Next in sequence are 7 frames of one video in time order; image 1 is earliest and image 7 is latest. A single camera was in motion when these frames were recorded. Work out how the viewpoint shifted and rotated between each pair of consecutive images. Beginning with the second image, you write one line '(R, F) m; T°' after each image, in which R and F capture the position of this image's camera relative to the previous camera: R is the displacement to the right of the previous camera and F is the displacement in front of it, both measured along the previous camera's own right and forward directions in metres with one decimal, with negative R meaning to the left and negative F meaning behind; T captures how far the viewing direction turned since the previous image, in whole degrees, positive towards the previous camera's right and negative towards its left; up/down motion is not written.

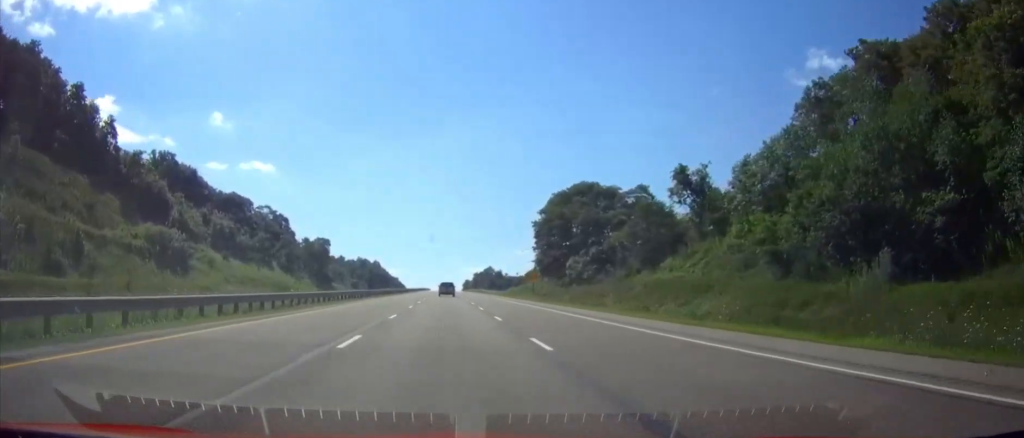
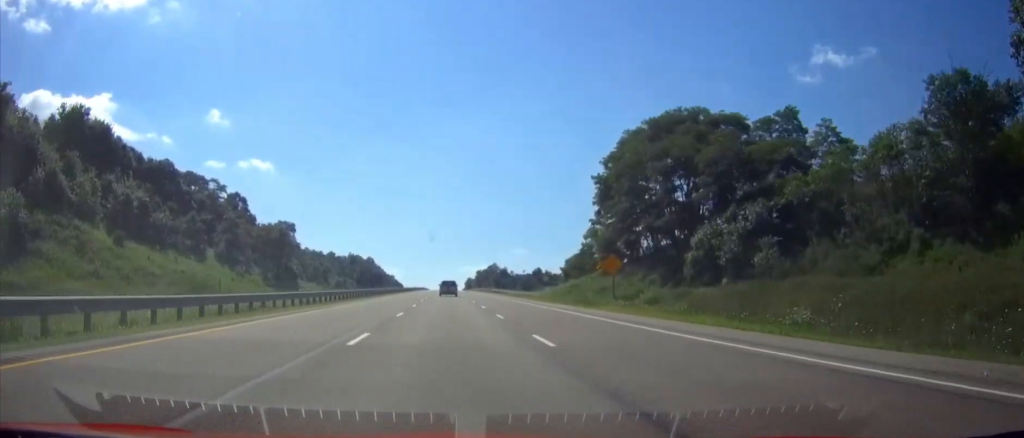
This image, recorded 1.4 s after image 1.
(0.0, +47.4) m; 0°
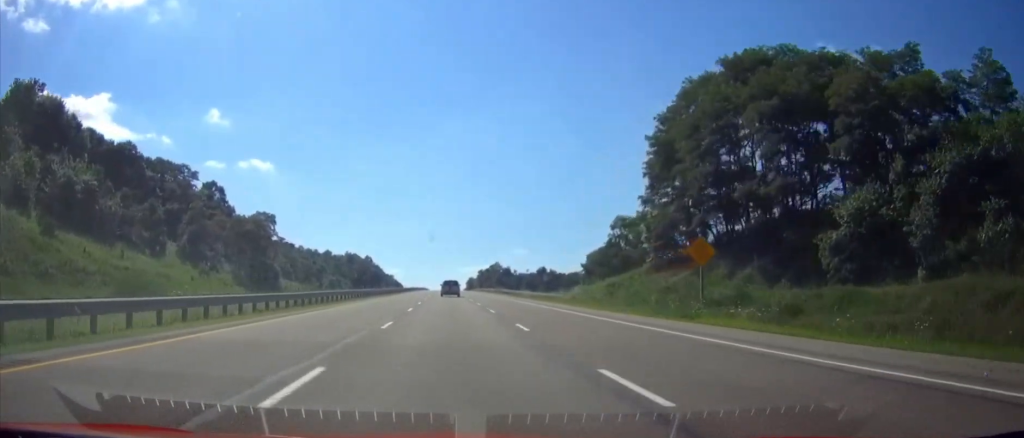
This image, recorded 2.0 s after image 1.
(0.0, +18.6) m; 0°
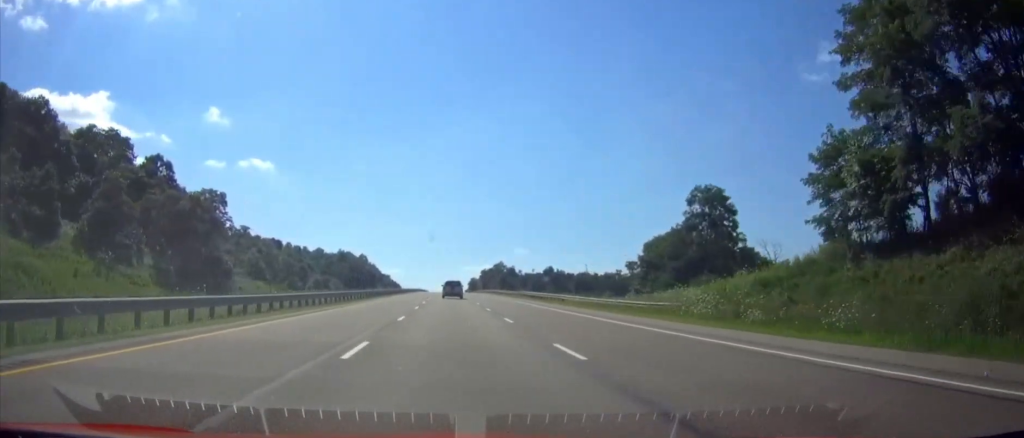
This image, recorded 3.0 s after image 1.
(0.0, +31.7) m; 0°
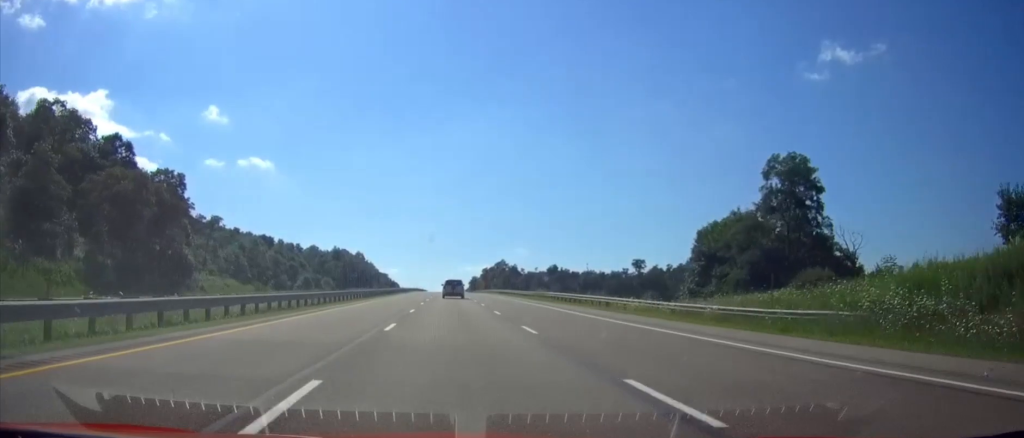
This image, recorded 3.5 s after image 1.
(0.0, +17.5) m; 0°
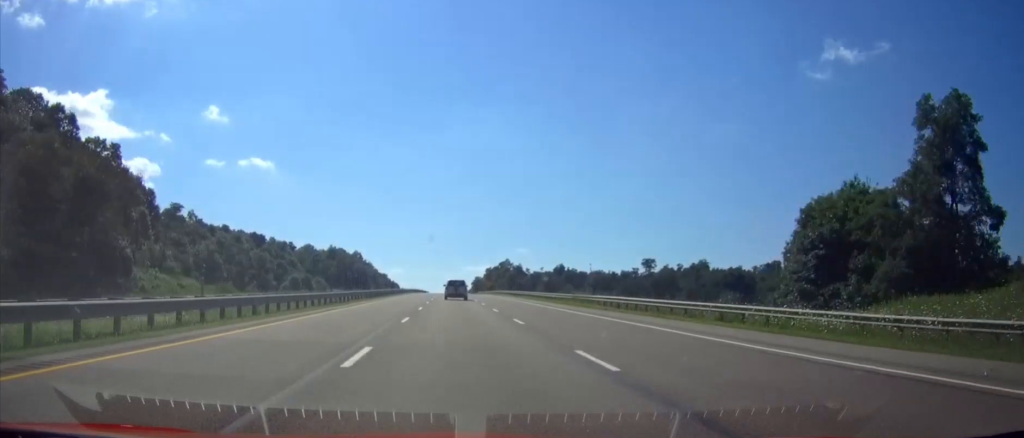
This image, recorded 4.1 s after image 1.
(0.0, +19.6) m; 0°
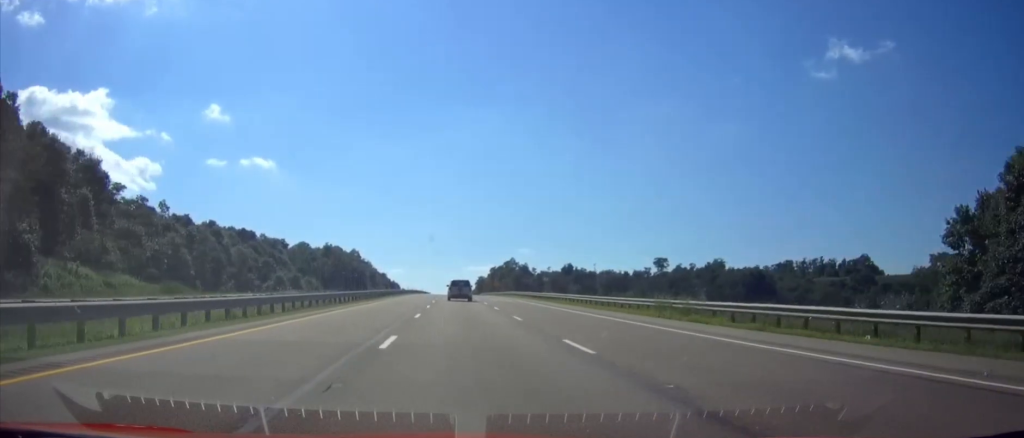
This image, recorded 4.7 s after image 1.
(0.0, +20.7) m; 0°
